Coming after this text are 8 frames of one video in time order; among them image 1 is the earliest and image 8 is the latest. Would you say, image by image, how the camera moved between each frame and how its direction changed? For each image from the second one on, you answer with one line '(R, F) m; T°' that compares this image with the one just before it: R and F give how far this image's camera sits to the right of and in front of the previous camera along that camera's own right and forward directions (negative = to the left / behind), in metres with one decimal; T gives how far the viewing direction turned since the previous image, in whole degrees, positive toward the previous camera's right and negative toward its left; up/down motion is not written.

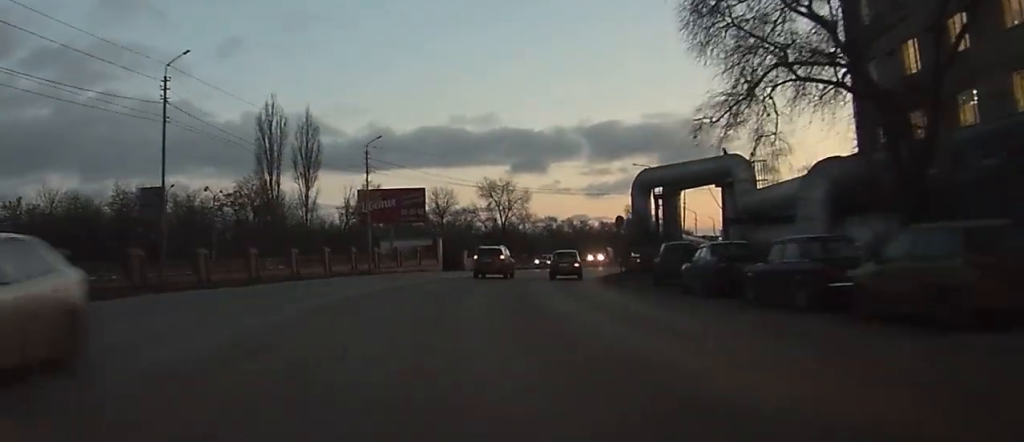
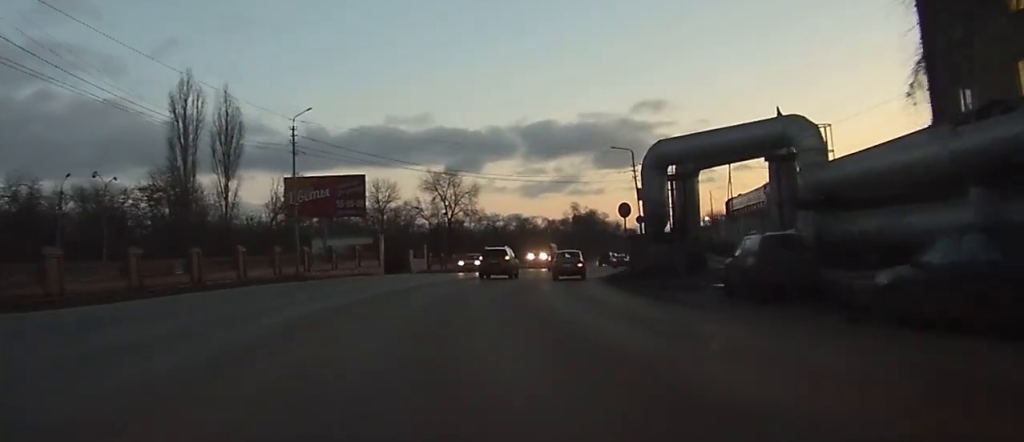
(+0.5, +12.7) m; +6°
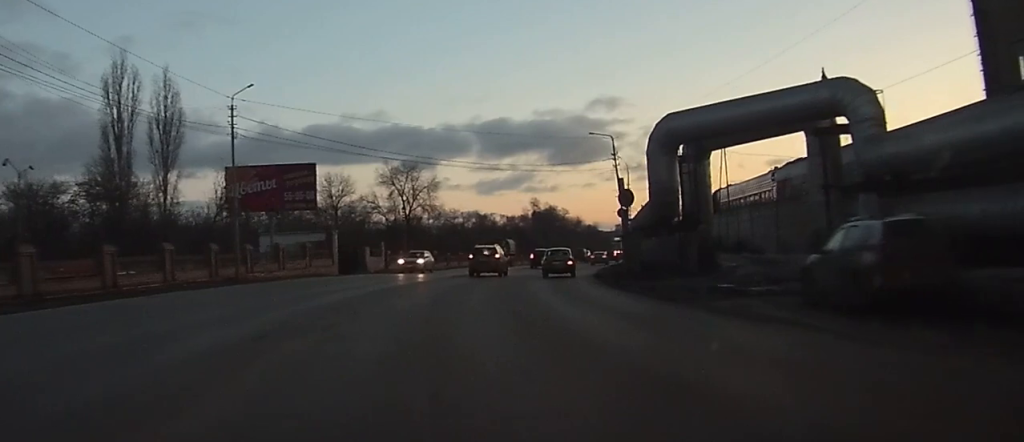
(+0.4, +6.8) m; +2°
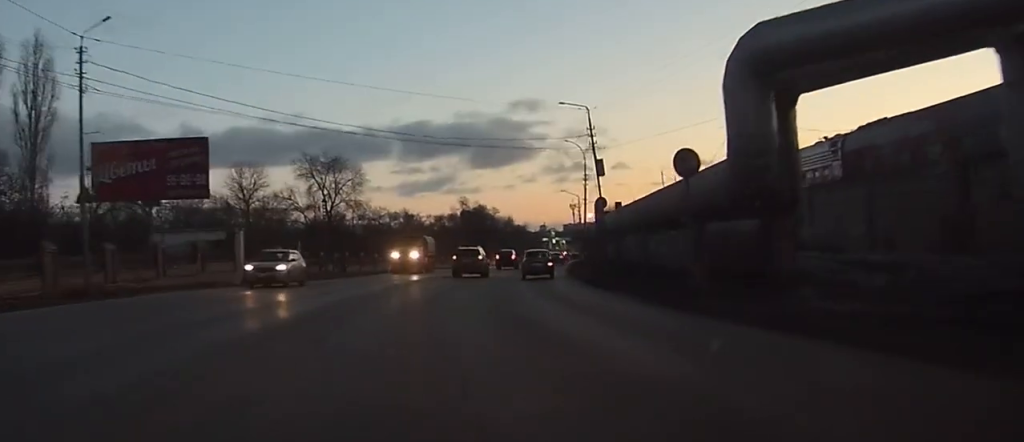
(+0.4, +13.2) m; +4°
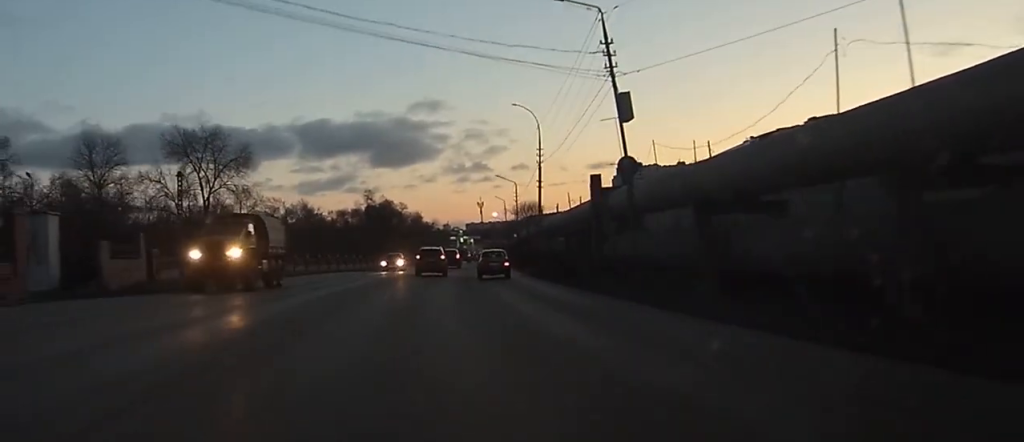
(+1.2, +20.5) m; +7°
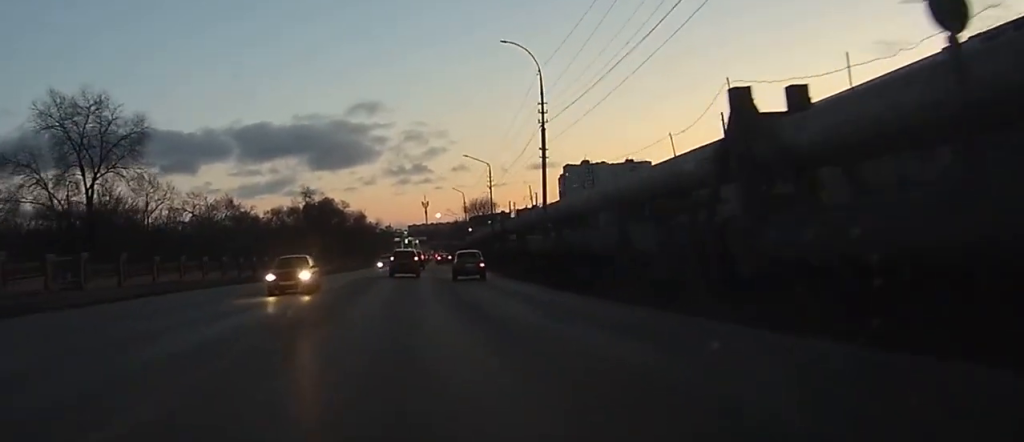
(+0.9, +19.6) m; +4°
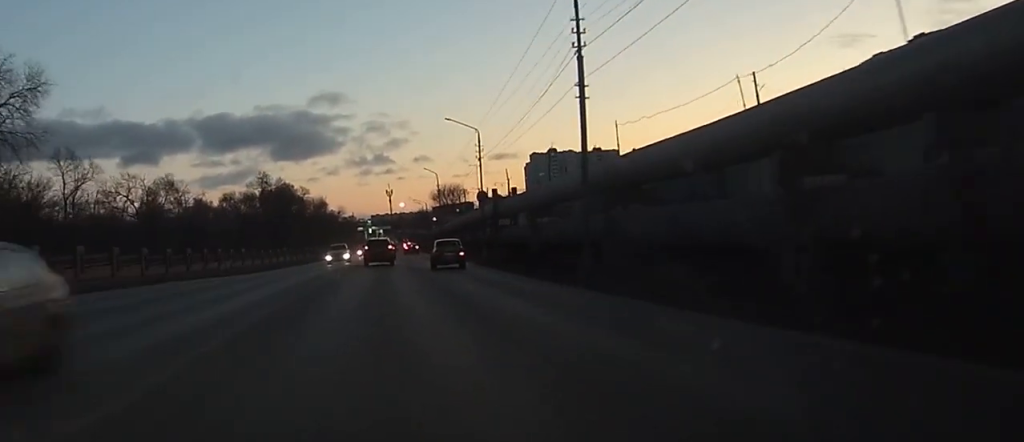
(+0.4, +14.5) m; +3°
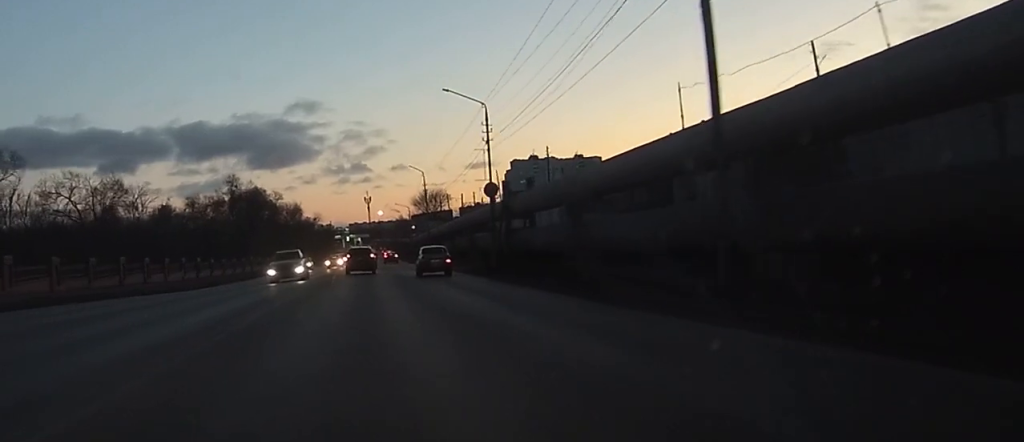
(+0.3, +12.7) m; +1°
